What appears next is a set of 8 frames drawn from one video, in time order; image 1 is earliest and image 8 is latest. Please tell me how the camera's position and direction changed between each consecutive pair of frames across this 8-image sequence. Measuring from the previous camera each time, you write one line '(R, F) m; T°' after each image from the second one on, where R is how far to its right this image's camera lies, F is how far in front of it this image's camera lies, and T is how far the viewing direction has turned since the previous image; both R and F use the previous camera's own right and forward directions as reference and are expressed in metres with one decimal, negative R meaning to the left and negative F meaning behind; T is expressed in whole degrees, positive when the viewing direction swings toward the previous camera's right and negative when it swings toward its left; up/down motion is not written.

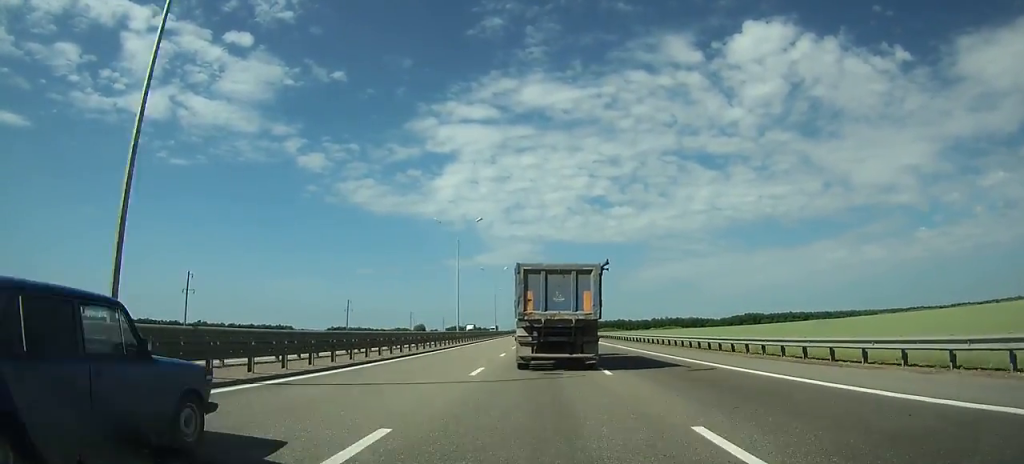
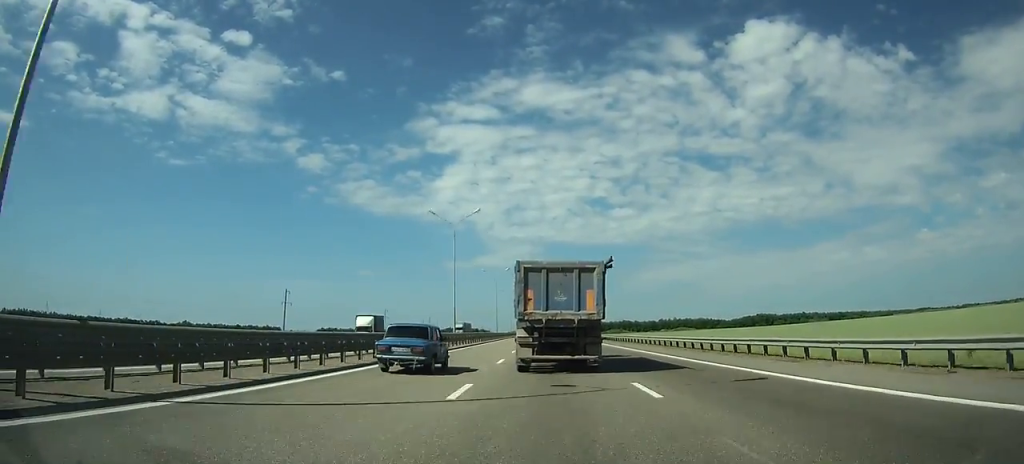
(+0.1, +53.3) m; 0°
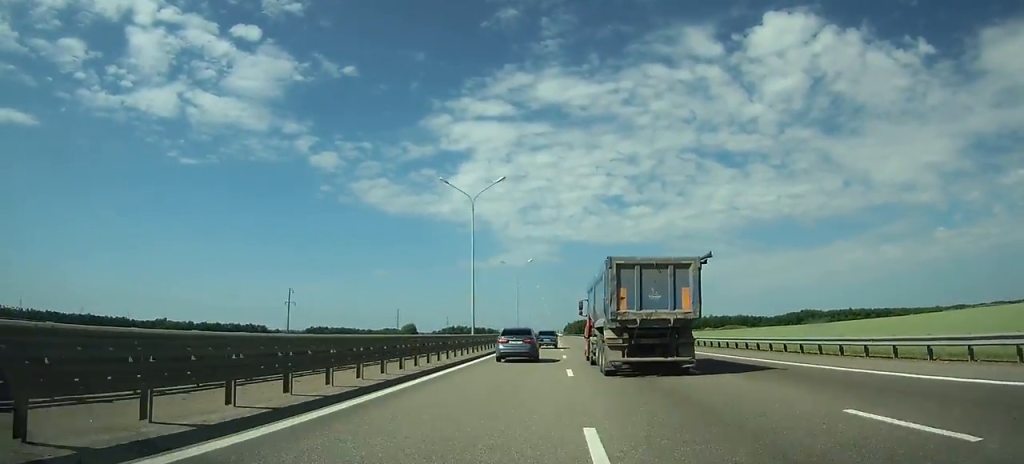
(-0.6, +112.6) m; 0°
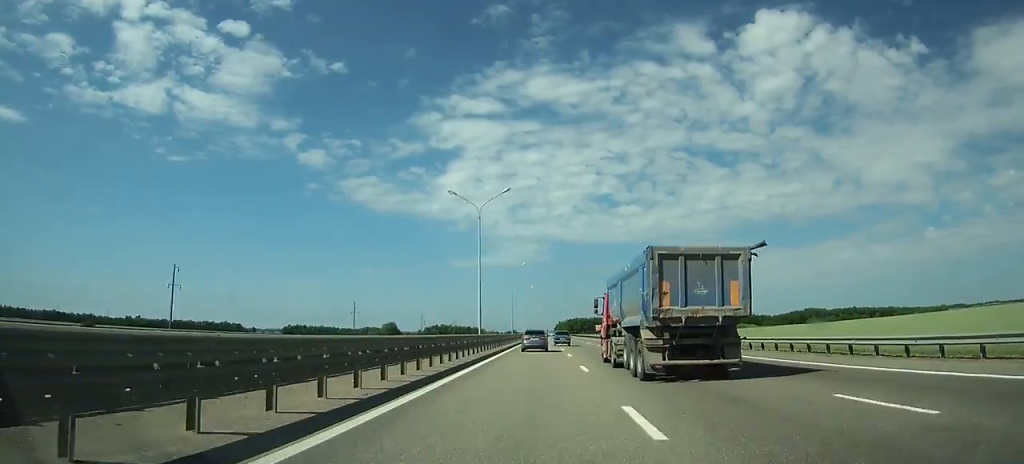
(+0.3, +47.8) m; 0°
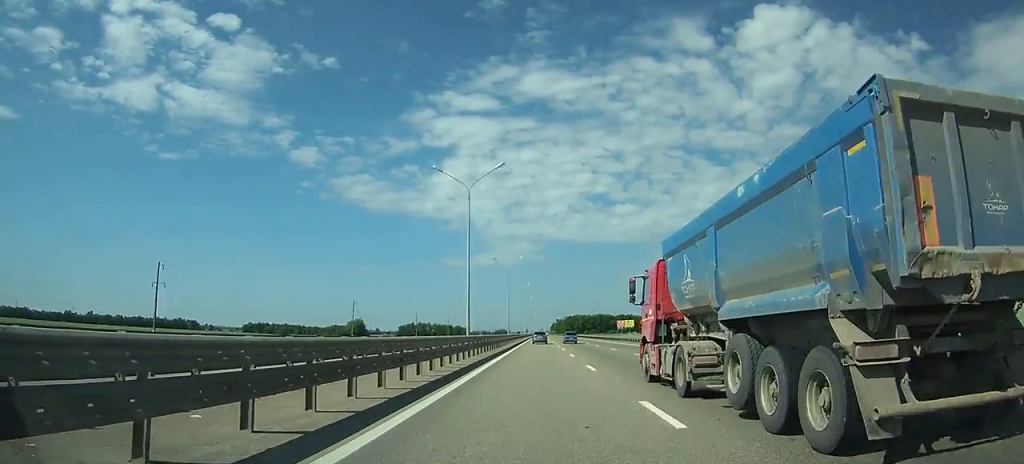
(+0.7, +110.0) m; 0°
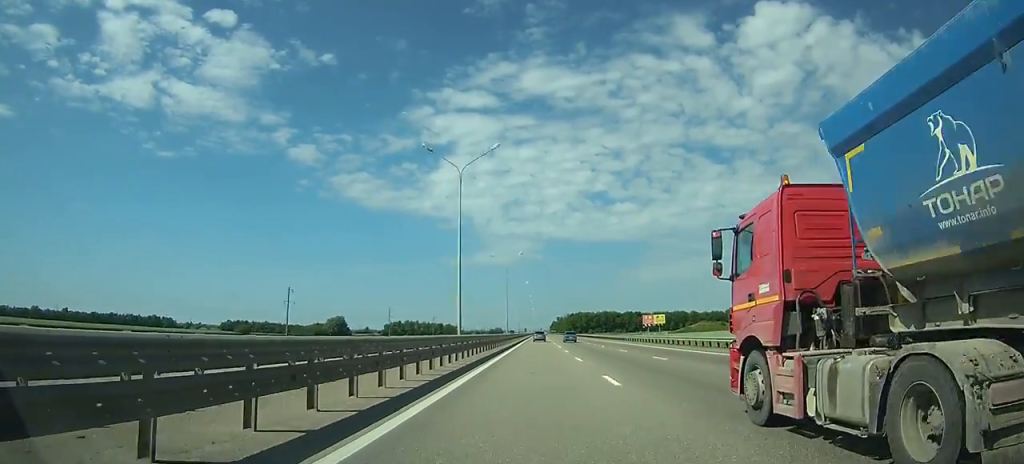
(-0.1, +54.0) m; 0°
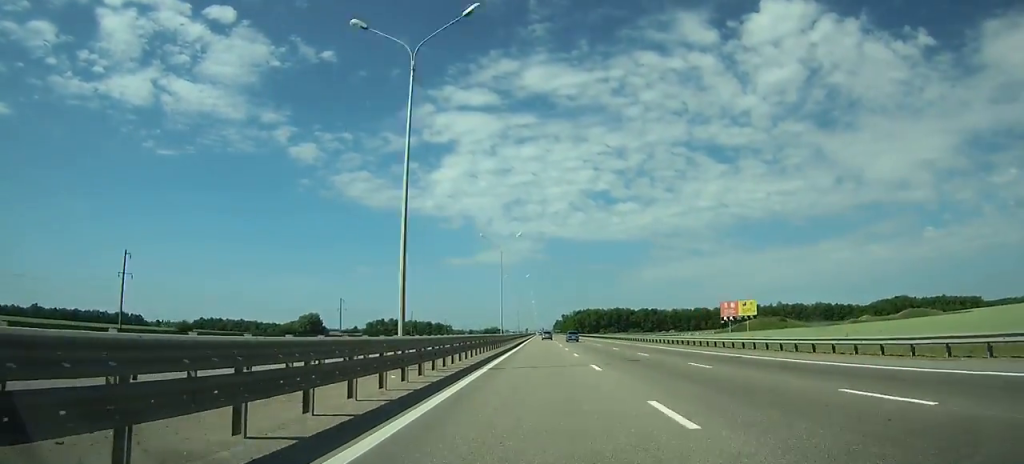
(+0.1, +65.2) m; 0°
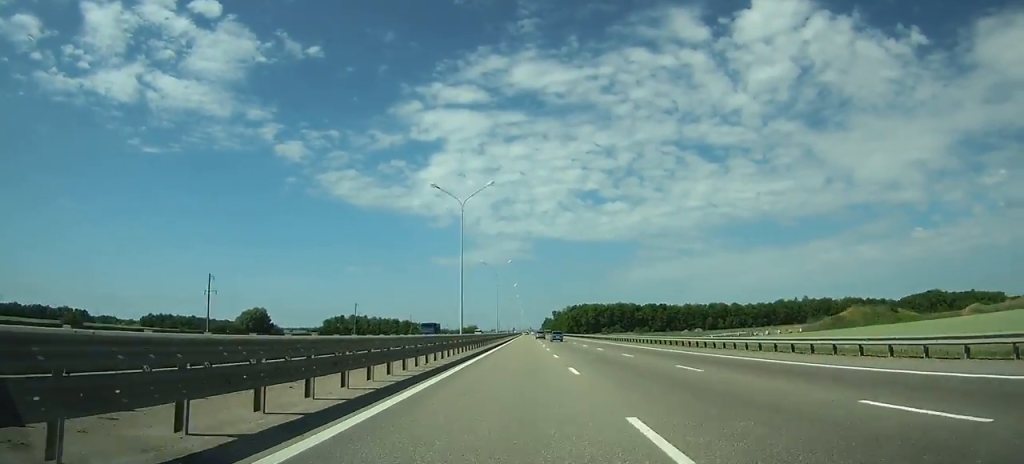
(+0.4, +71.3) m; 0°
